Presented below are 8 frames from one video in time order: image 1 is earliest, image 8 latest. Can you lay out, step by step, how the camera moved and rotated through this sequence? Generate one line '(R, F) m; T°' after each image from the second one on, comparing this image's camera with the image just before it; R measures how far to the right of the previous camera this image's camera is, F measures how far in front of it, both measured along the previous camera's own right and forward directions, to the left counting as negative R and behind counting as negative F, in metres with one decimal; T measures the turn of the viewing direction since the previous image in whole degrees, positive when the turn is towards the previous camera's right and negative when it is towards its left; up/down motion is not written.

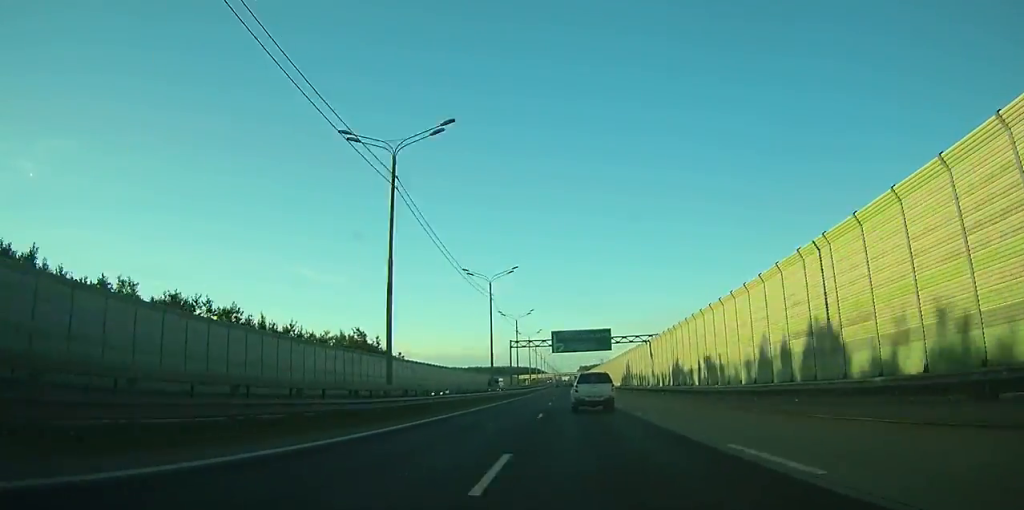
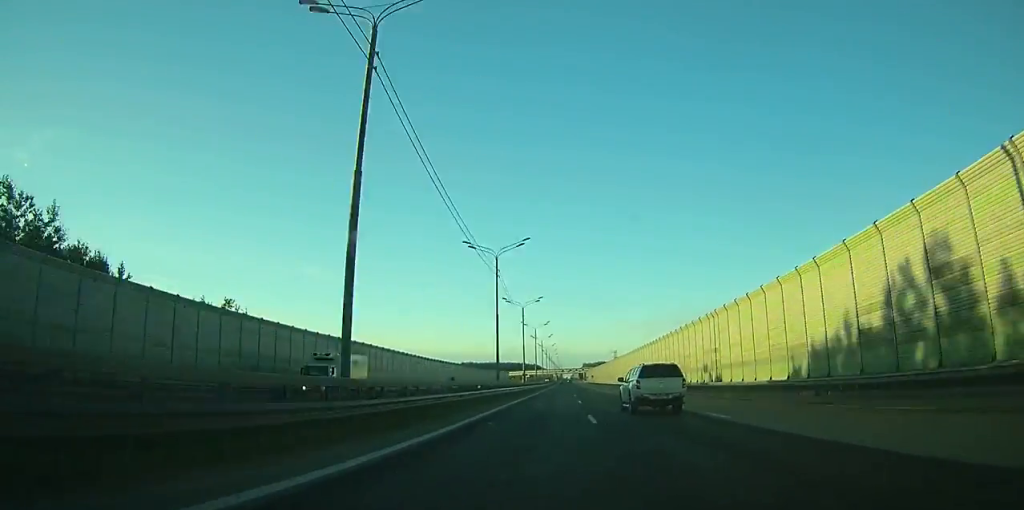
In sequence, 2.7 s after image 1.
(-0.4, +80.2) m; 0°
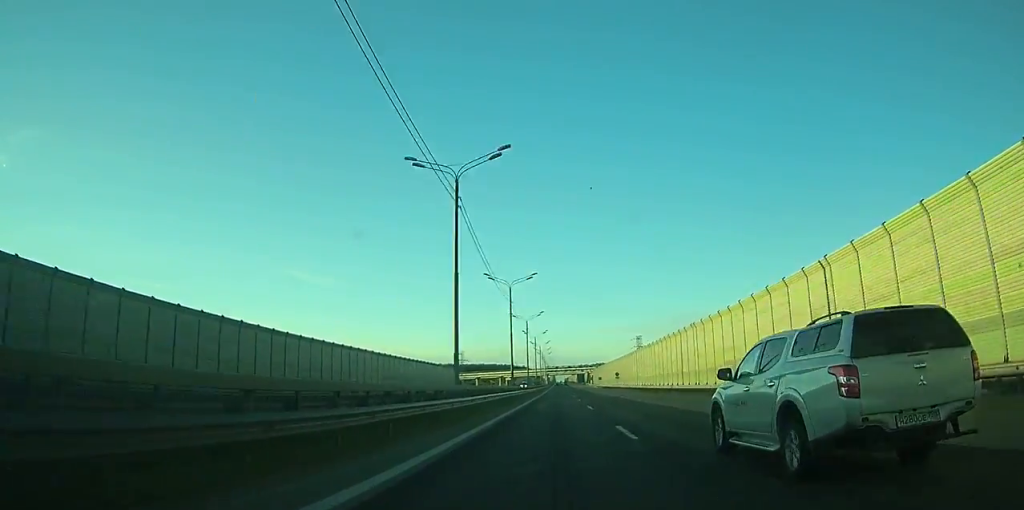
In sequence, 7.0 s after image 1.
(+0.5, +128.2) m; 0°
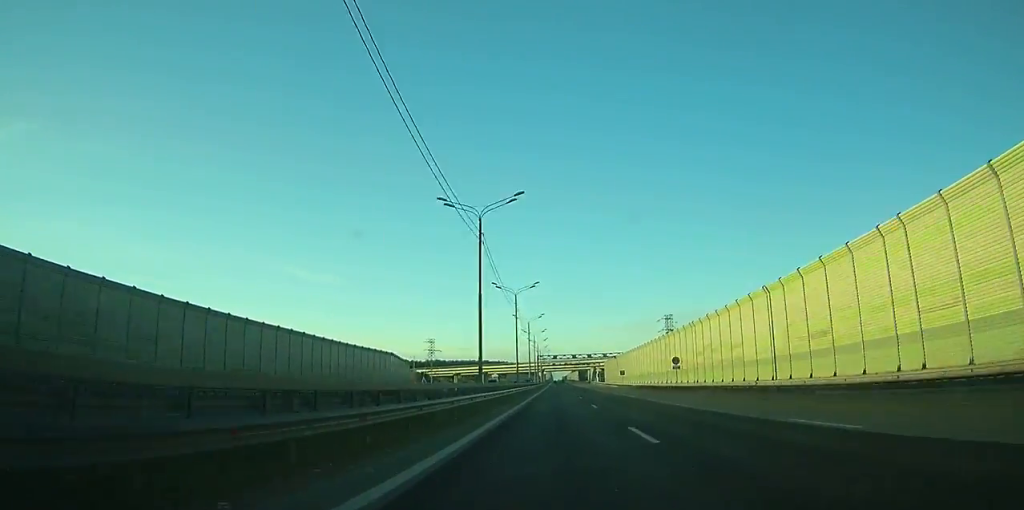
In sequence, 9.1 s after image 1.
(+0.2, +63.6) m; 0°
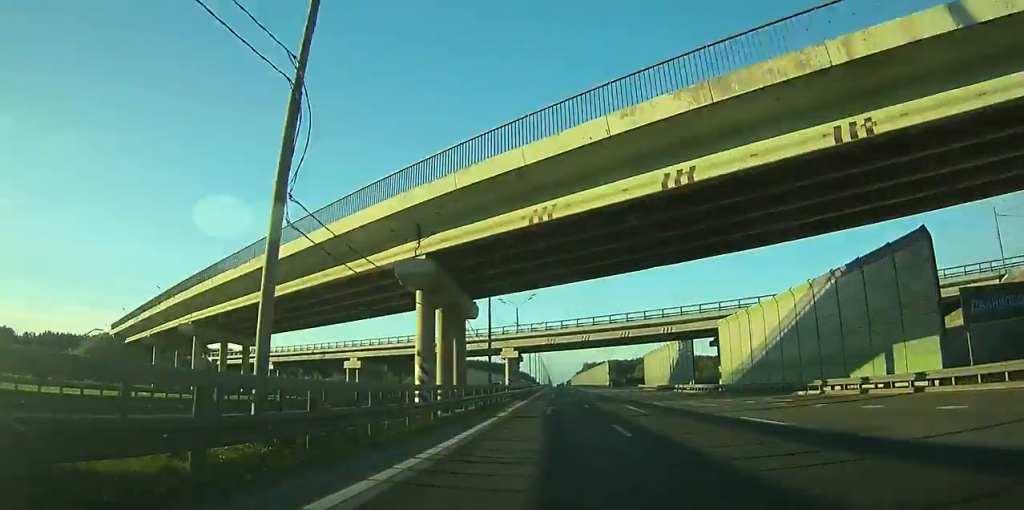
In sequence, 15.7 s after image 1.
(+0.7, +210.6) m; 0°
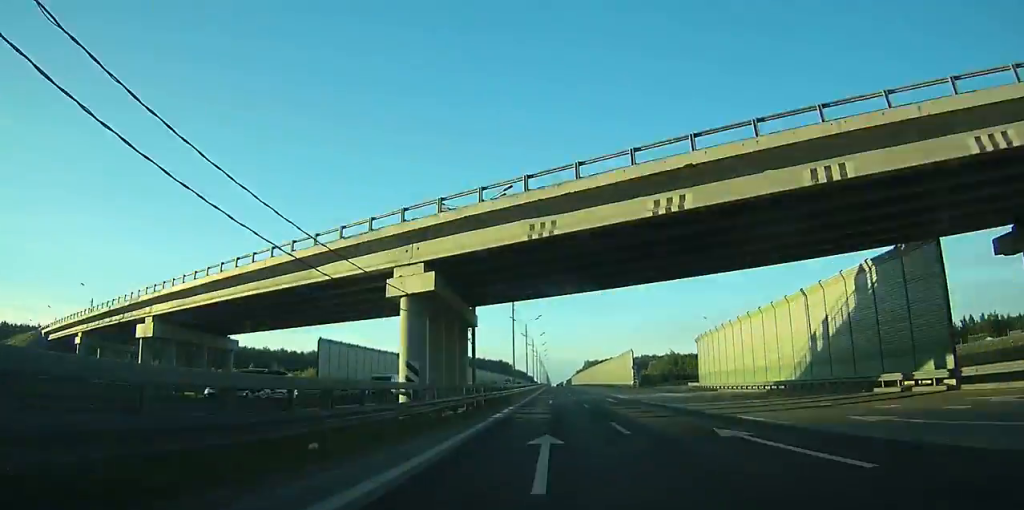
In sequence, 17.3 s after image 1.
(0.0, +50.5) m; 0°
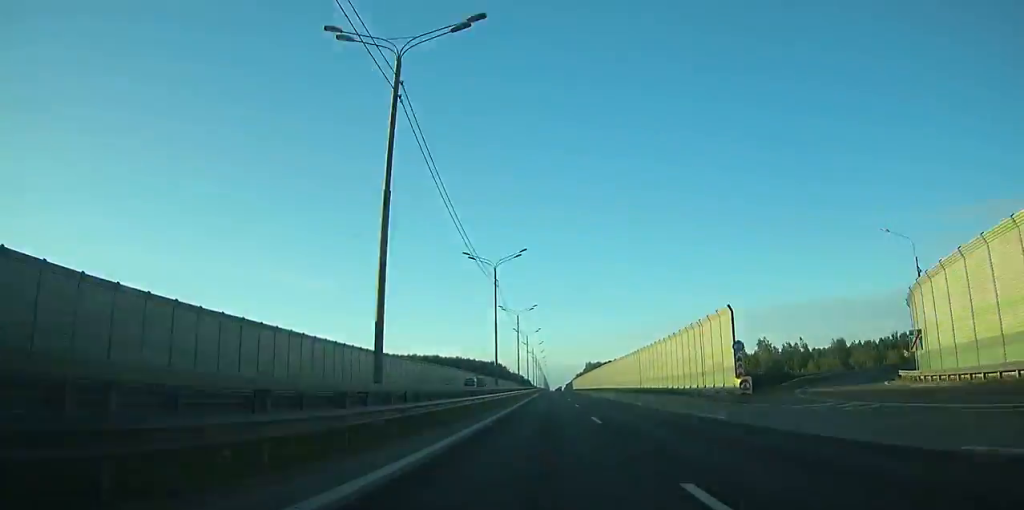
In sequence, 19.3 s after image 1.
(+0.1, +62.1) m; 0°
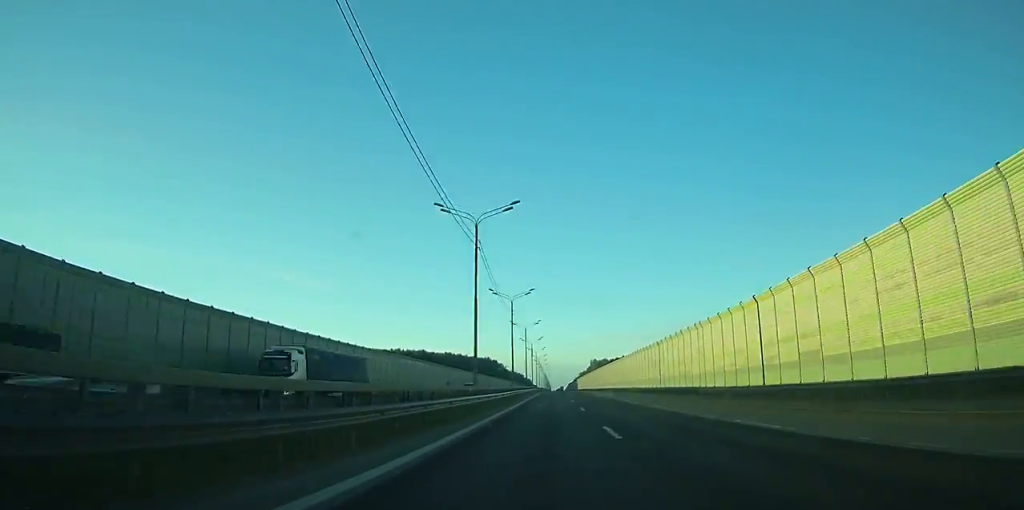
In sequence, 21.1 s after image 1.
(0.0, +54.9) m; 0°
